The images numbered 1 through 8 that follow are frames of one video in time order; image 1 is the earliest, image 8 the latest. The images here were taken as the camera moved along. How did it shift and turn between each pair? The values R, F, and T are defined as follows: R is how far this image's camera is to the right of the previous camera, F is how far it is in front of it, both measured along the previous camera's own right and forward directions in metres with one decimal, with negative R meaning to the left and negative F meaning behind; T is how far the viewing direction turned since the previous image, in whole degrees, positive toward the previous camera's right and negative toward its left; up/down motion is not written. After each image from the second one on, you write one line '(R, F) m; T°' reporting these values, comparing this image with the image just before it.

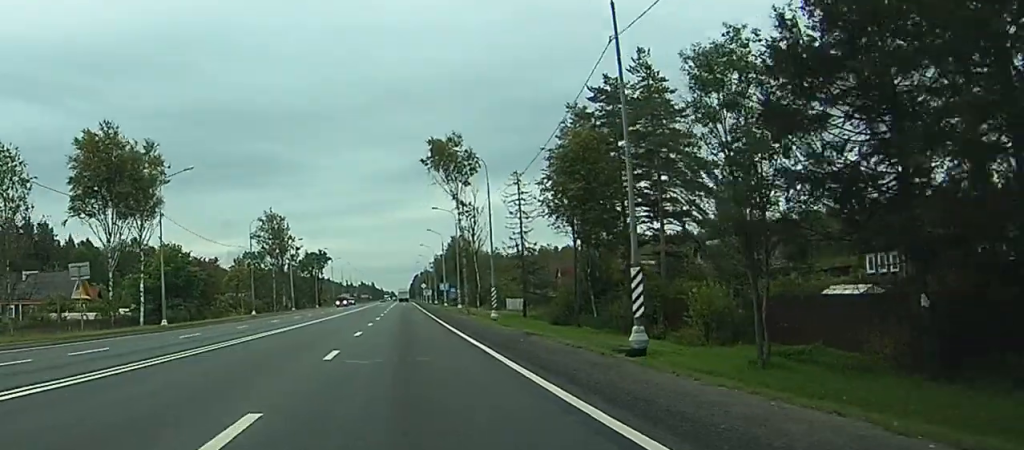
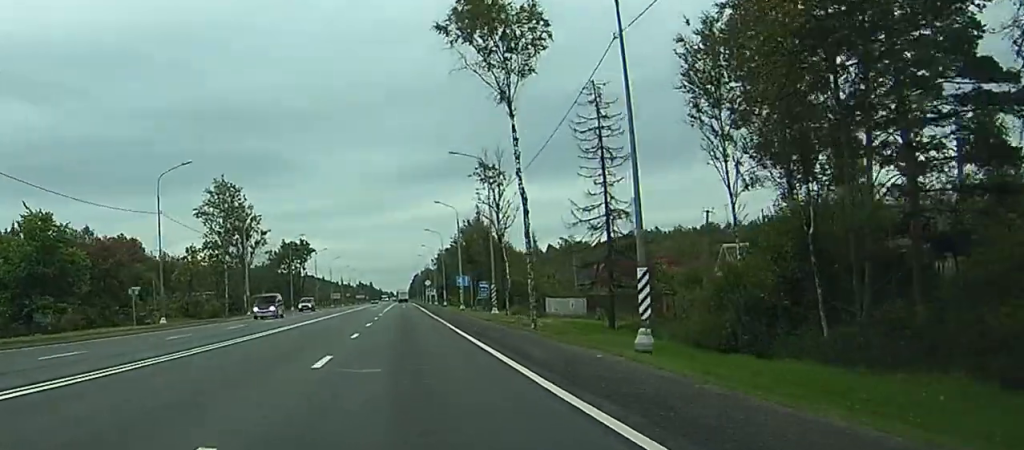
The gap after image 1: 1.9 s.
(-0.2, +38.4) m; 0°
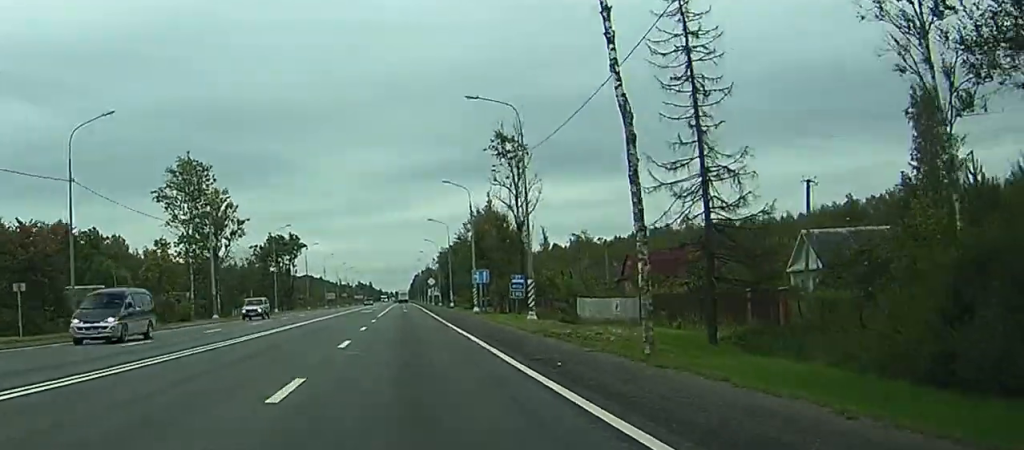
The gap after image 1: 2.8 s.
(0.0, +17.9) m; 0°
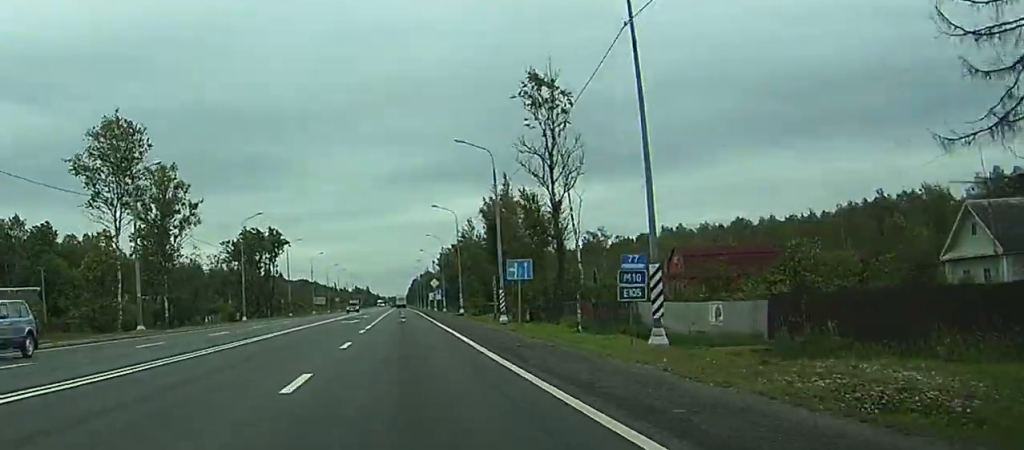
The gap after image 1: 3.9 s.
(+0.1, +22.3) m; 0°
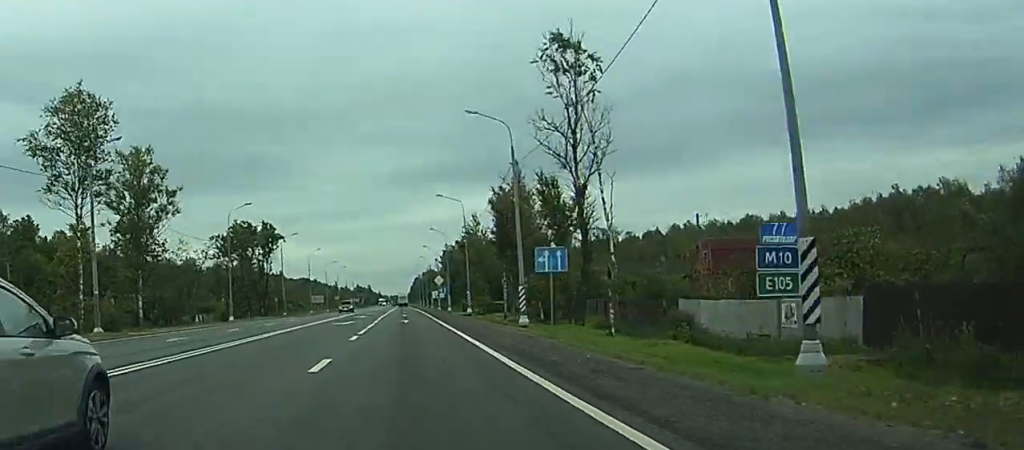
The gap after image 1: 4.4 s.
(0.0, +8.5) m; 0°
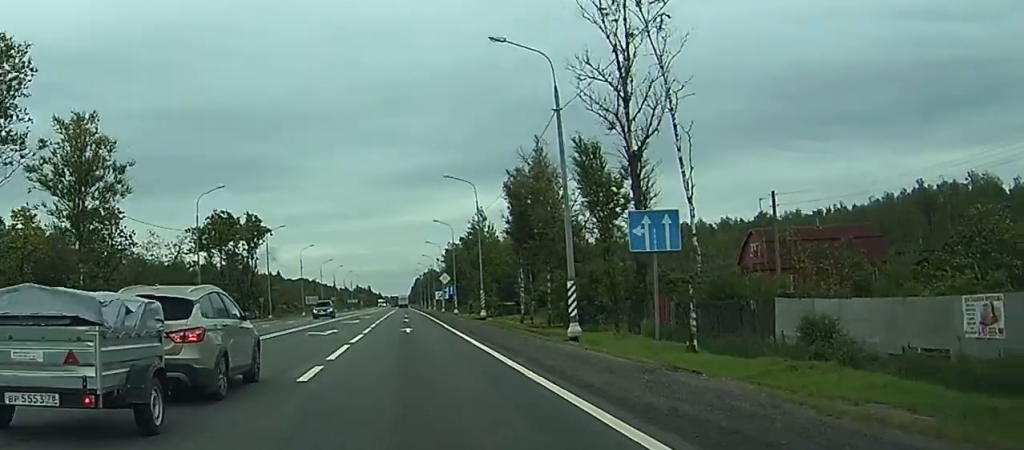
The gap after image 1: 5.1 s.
(0.0, +13.7) m; 0°
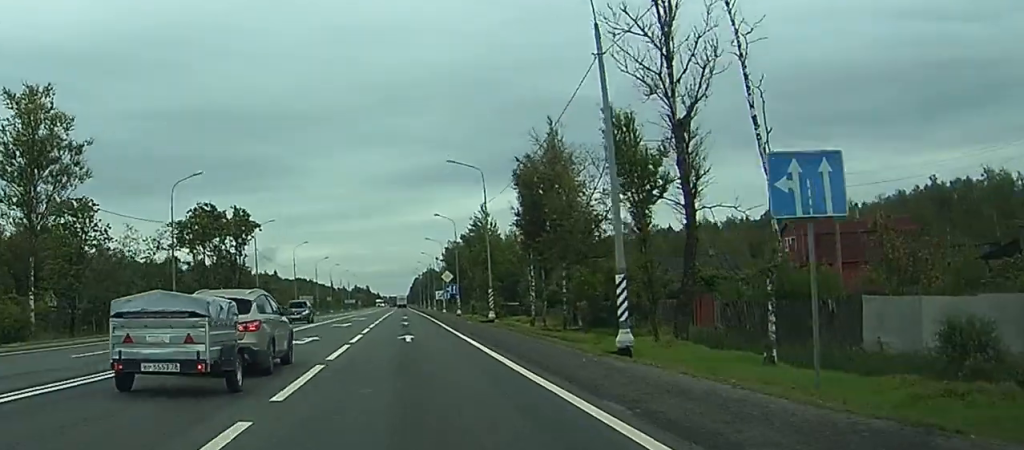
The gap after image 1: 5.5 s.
(0.0, +7.8) m; 0°
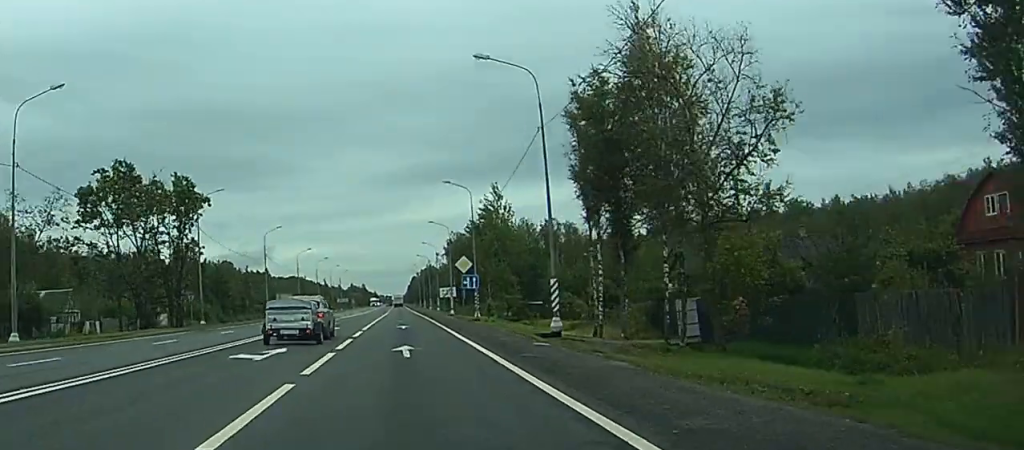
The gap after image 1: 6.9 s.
(+0.1, +27.4) m; 0°
